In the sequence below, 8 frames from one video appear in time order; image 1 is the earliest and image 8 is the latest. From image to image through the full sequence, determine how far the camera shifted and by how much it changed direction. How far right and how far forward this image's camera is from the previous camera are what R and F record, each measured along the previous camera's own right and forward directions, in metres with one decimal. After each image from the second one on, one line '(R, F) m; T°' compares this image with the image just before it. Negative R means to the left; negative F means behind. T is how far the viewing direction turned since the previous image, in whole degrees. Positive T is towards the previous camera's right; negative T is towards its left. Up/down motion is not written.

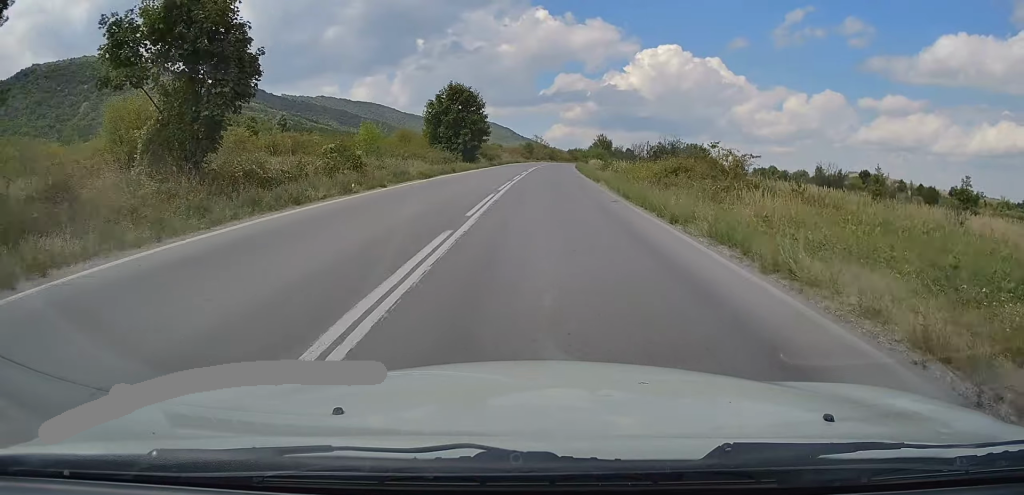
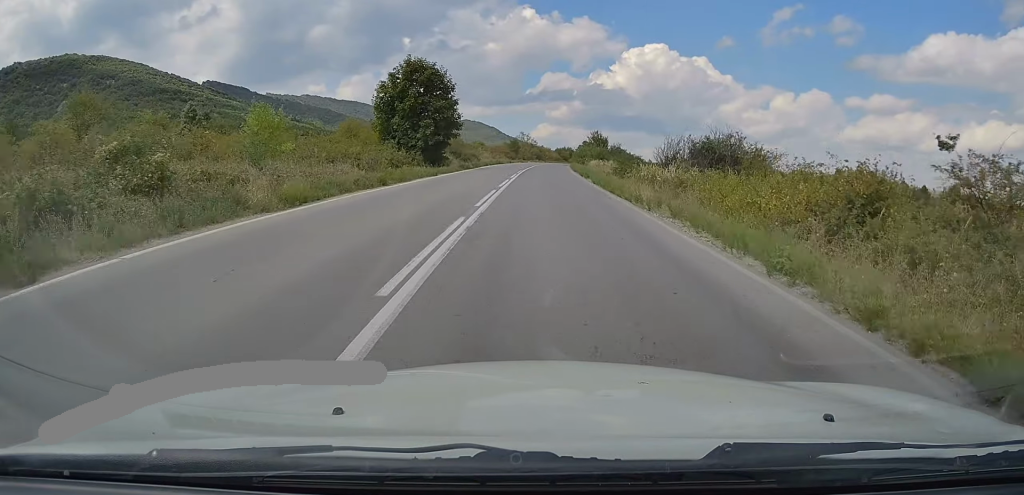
(0.0, +16.1) m; 0°
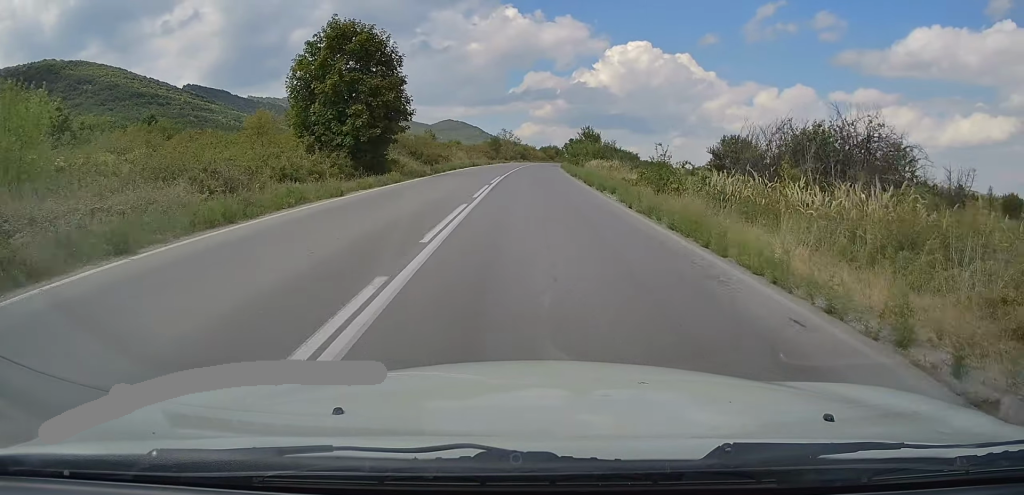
(-0.1, +14.5) m; +1°
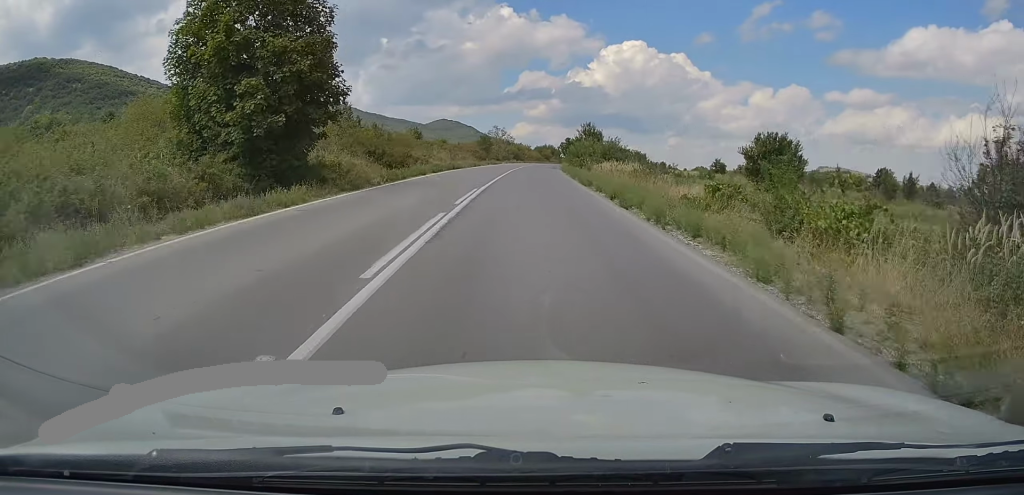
(+0.1, +11.5) m; +1°
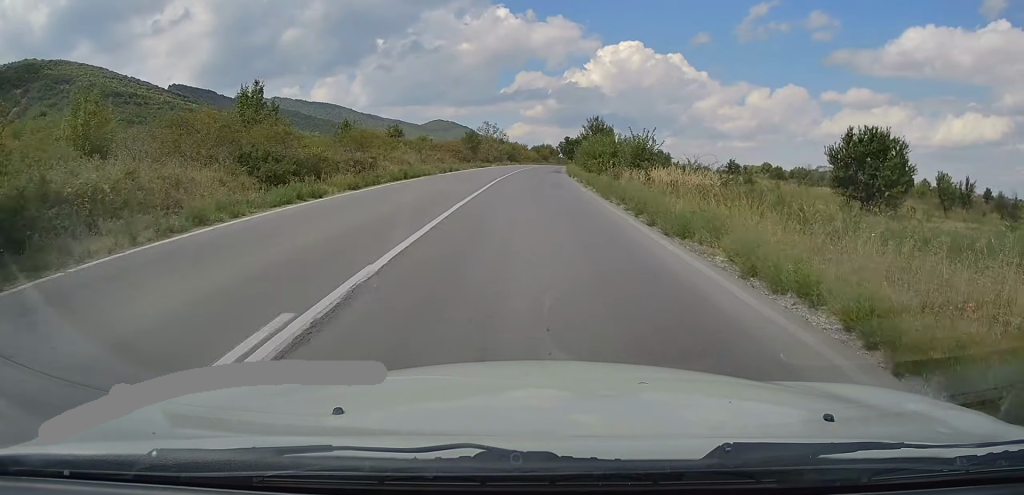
(+0.6, +16.8) m; +1°
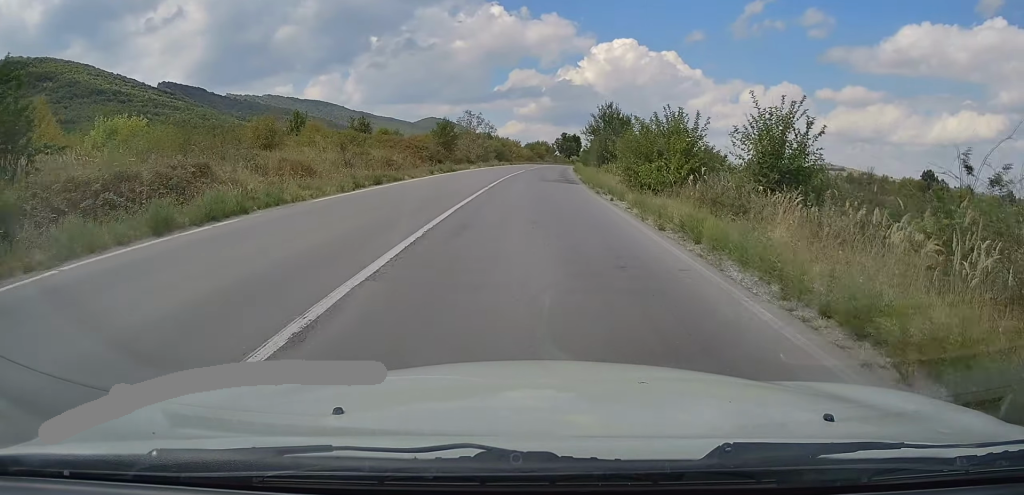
(-0.3, +19.8) m; 0°
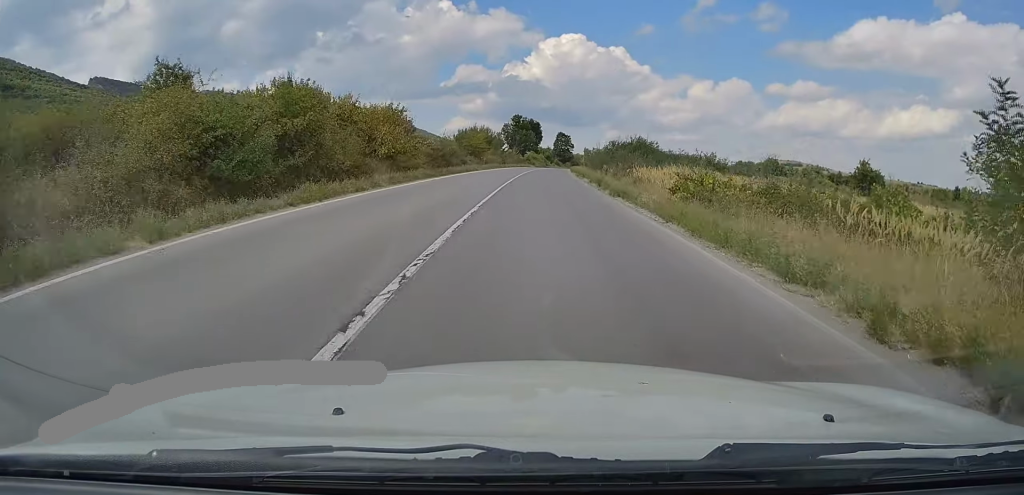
(+2.6, +74.6) m; +4°
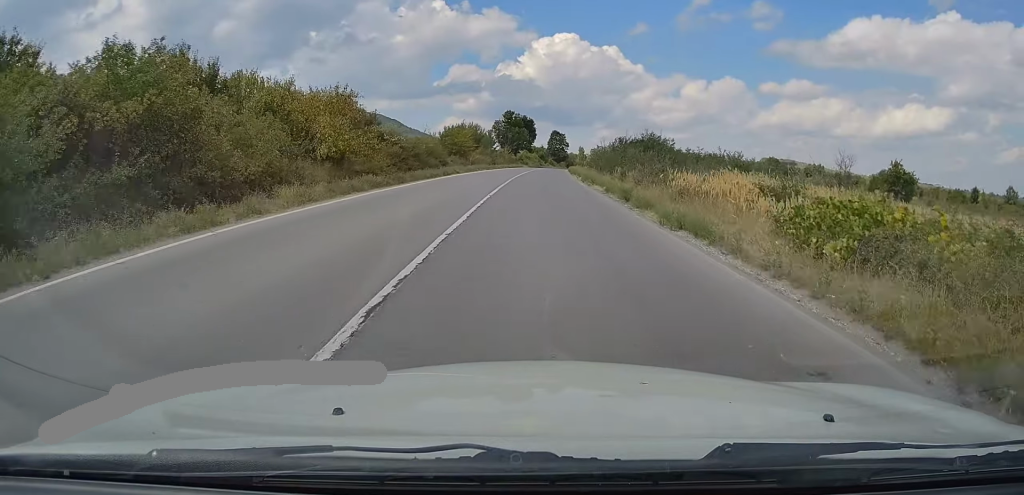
(0.0, +9.9) m; +1°
